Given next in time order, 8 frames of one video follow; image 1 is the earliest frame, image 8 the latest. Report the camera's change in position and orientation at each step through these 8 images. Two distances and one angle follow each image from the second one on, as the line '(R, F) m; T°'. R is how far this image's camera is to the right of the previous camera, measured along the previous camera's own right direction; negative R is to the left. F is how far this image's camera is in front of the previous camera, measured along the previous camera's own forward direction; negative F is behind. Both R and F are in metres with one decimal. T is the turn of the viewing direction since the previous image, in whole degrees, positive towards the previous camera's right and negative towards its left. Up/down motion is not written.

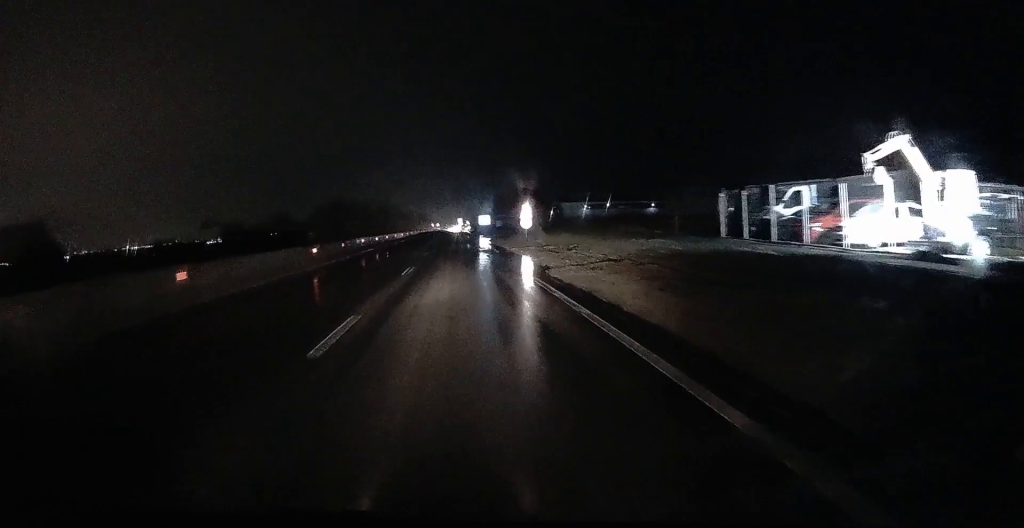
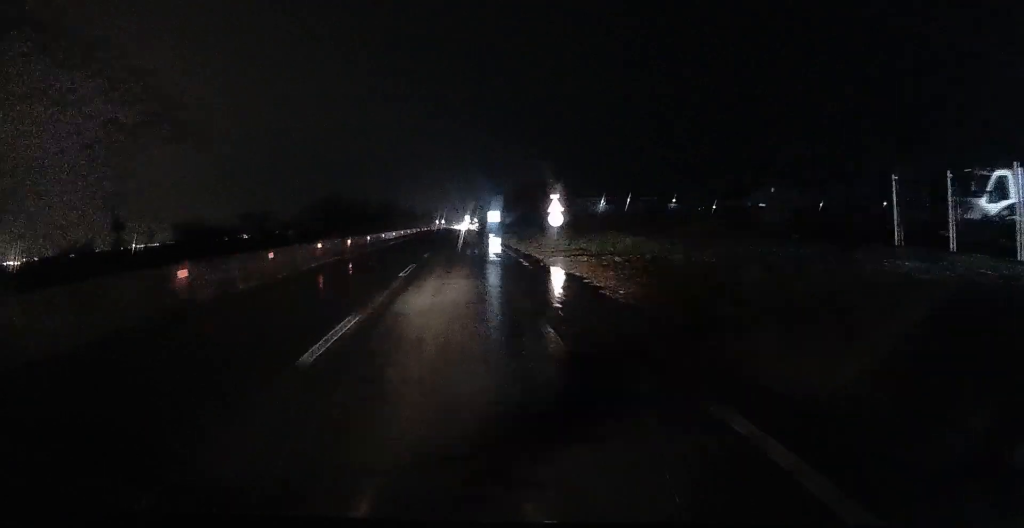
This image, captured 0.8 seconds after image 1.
(+0.1, +12.4) m; 0°
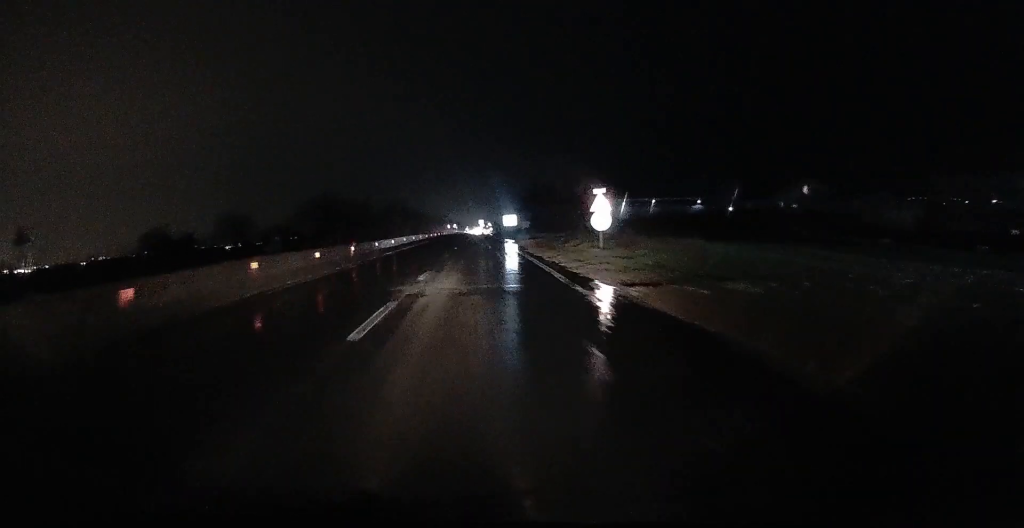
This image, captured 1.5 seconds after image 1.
(0.0, +9.4) m; 0°
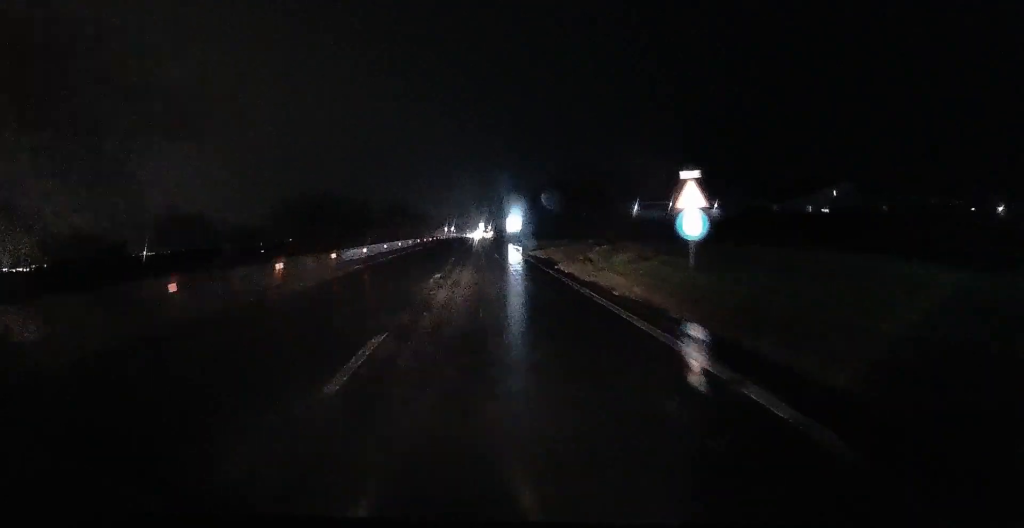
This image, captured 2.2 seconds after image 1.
(0.0, +10.8) m; -1°
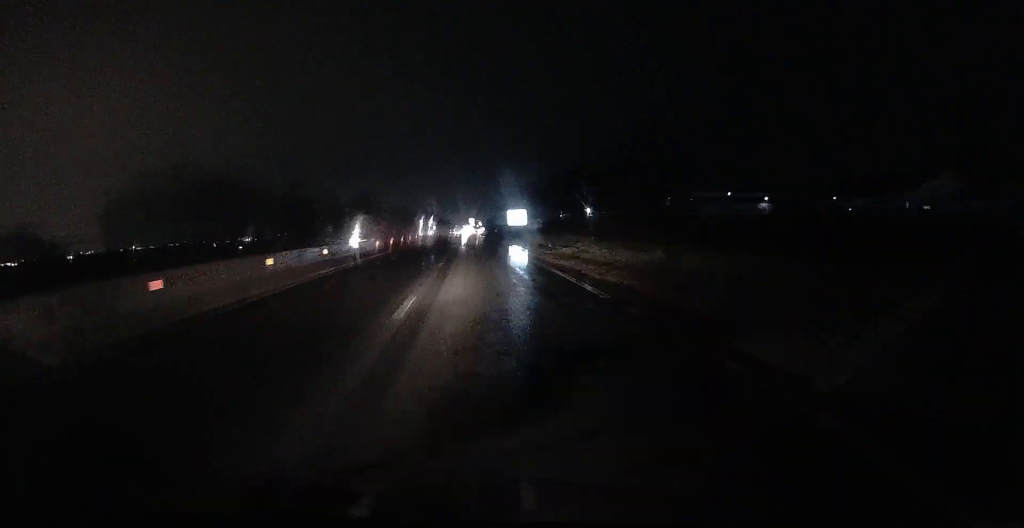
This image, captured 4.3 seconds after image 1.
(-0.6, +30.8) m; -1°
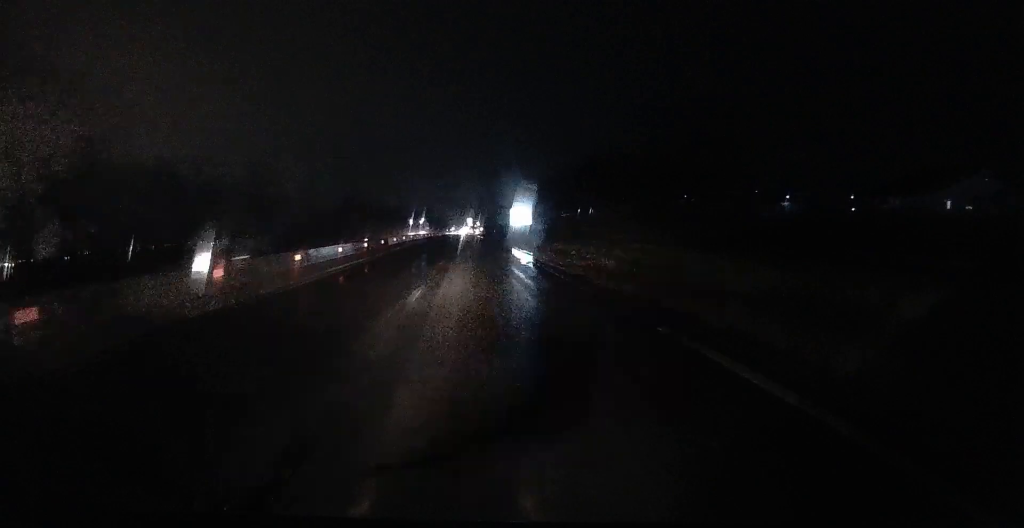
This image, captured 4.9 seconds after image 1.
(+0.2, +9.3) m; 0°
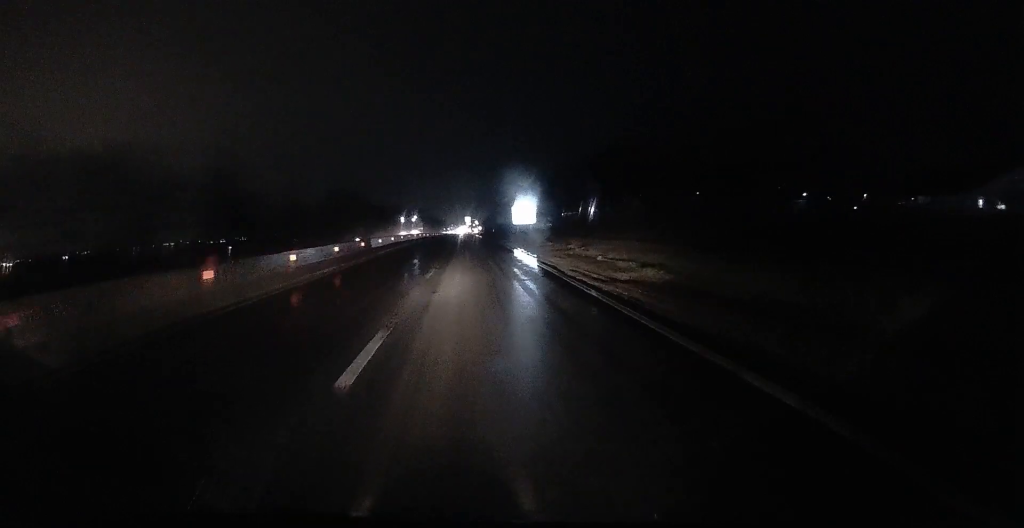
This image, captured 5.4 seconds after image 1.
(-0.1, +6.4) m; 0°
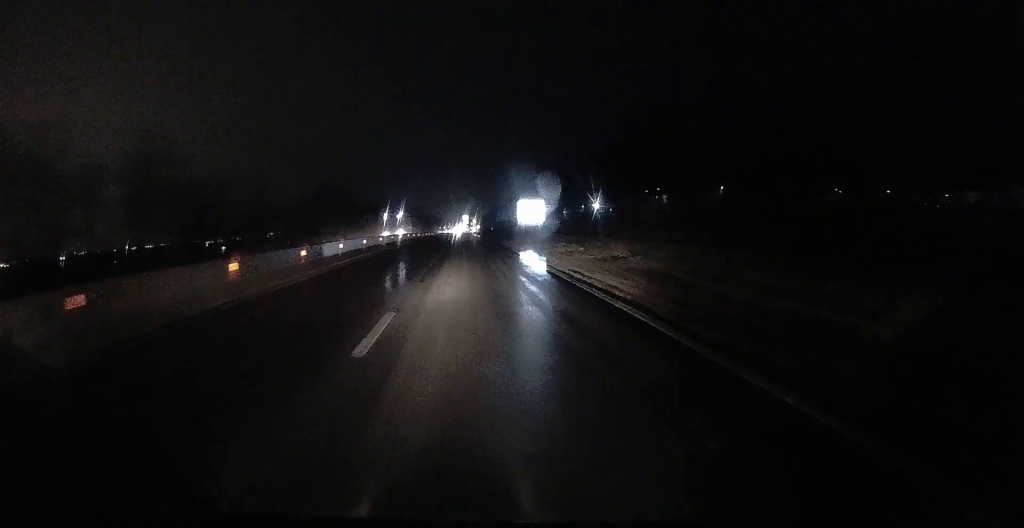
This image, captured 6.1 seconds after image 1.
(-0.1, +10.3) m; 0°
